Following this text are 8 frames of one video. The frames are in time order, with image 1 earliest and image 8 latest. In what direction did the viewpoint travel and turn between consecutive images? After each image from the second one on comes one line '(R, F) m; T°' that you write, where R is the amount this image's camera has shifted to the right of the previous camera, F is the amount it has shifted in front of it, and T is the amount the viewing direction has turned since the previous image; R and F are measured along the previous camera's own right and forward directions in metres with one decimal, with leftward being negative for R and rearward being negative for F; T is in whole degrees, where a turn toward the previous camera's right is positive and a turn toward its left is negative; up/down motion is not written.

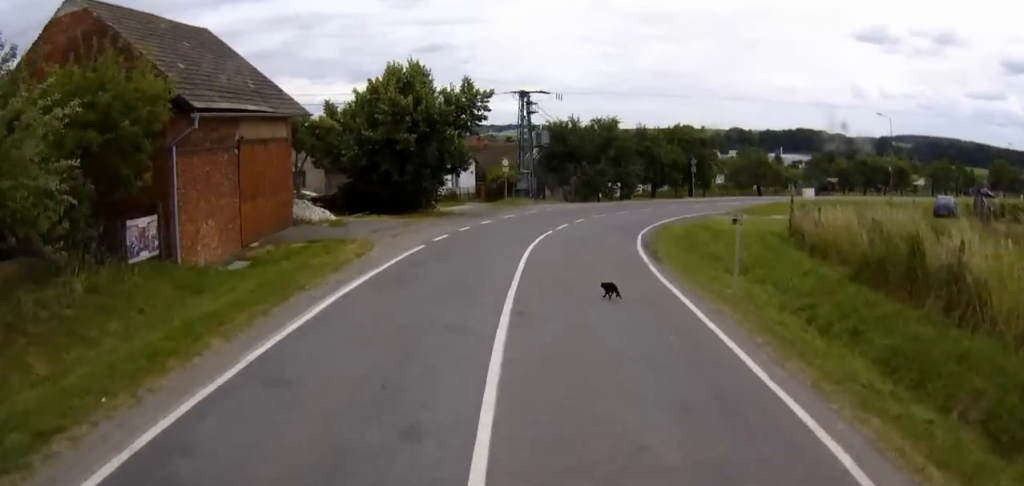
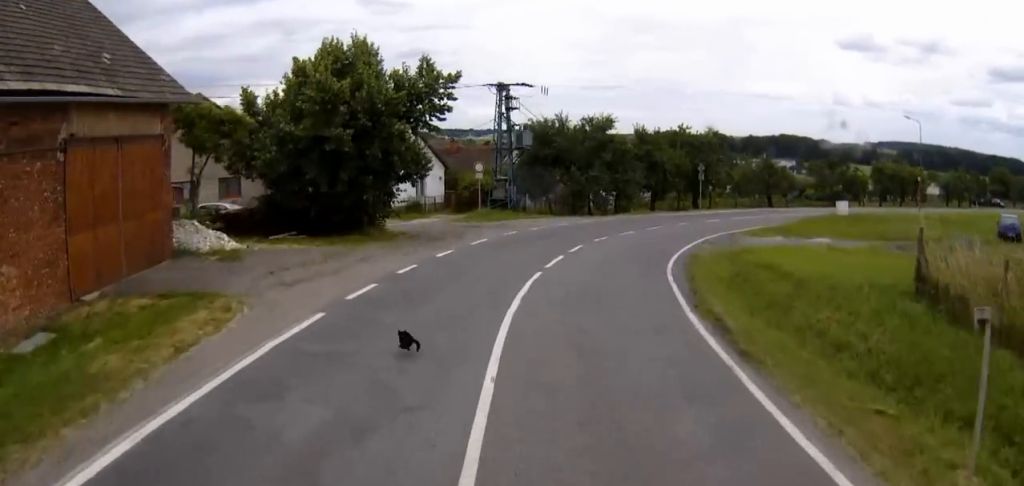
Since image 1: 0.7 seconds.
(-0.1, +9.8) m; +1°
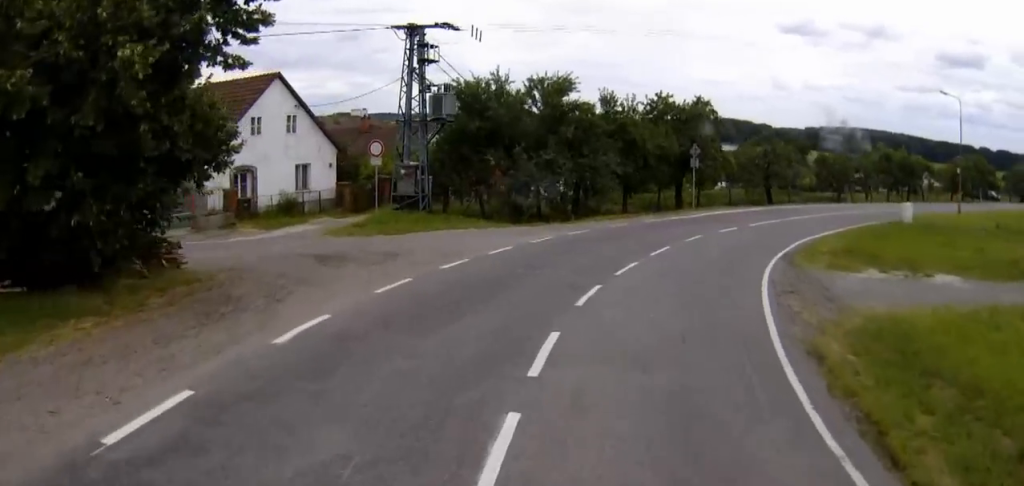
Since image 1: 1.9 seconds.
(+1.0, +15.5) m; +9°
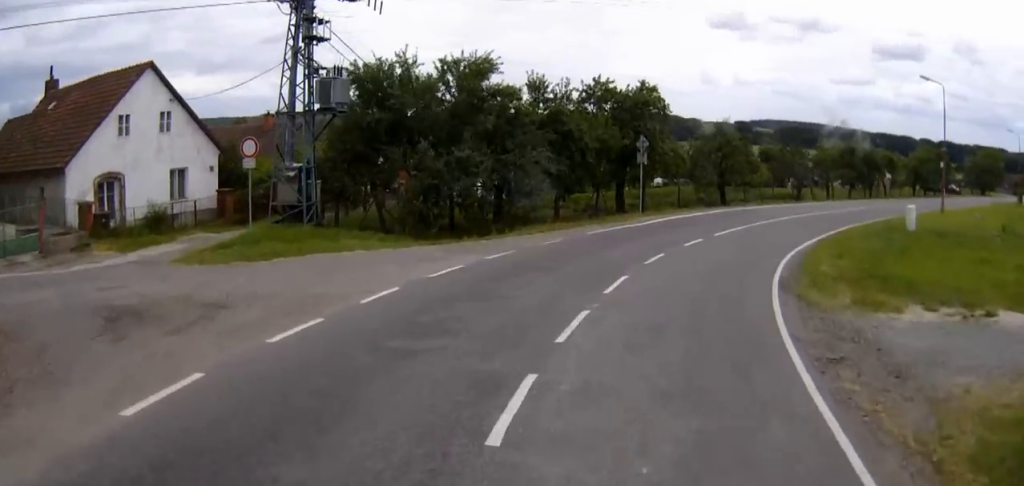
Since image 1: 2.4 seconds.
(+0.6, +6.5) m; +3°
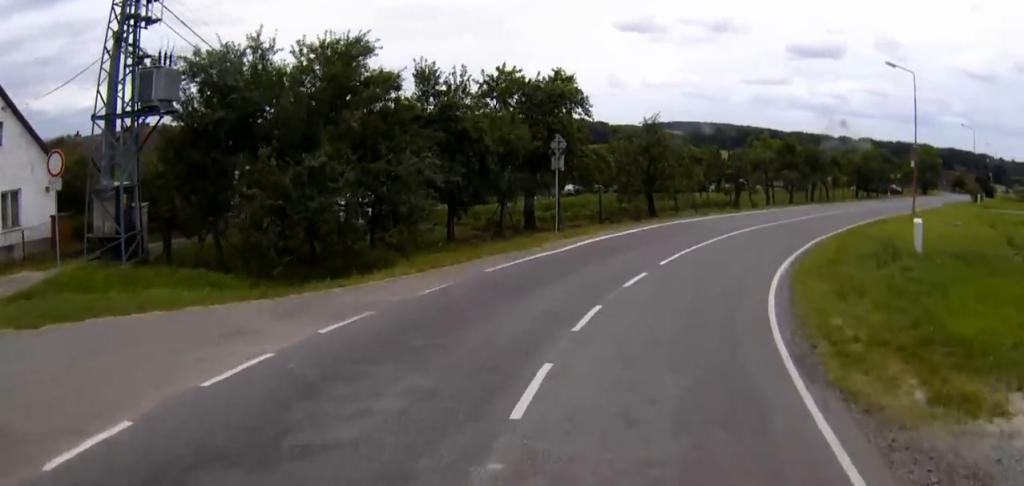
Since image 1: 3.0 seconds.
(+0.2, +6.8) m; +5°
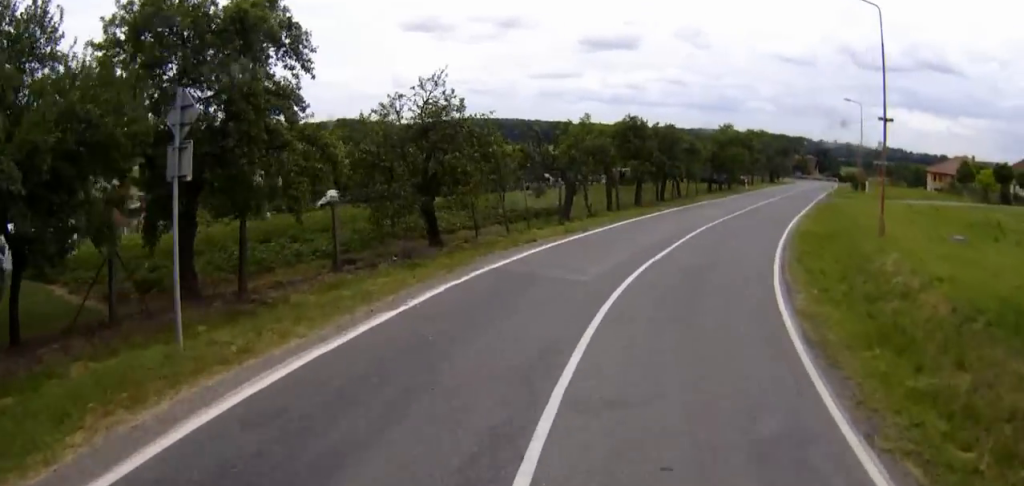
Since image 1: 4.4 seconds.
(+2.2, +15.1) m; +20°
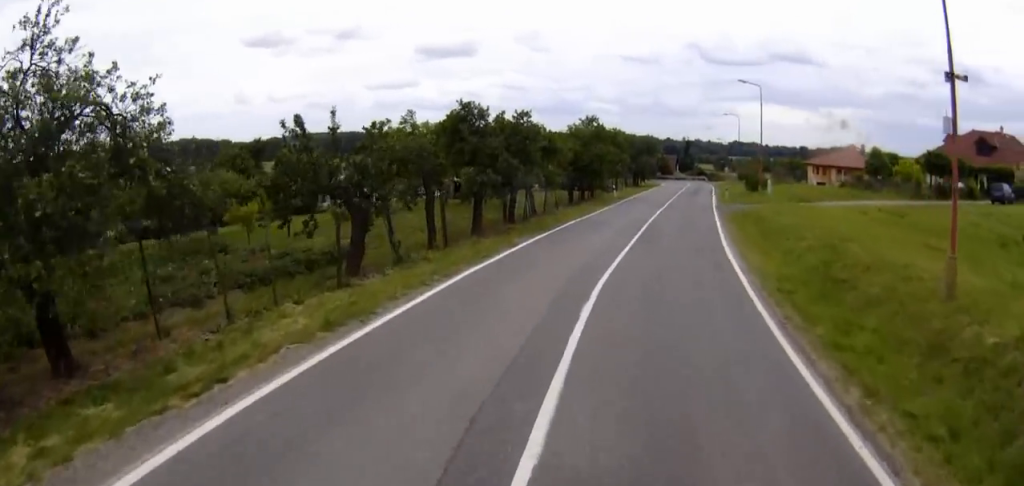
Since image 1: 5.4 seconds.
(+1.5, +11.6) m; +13°
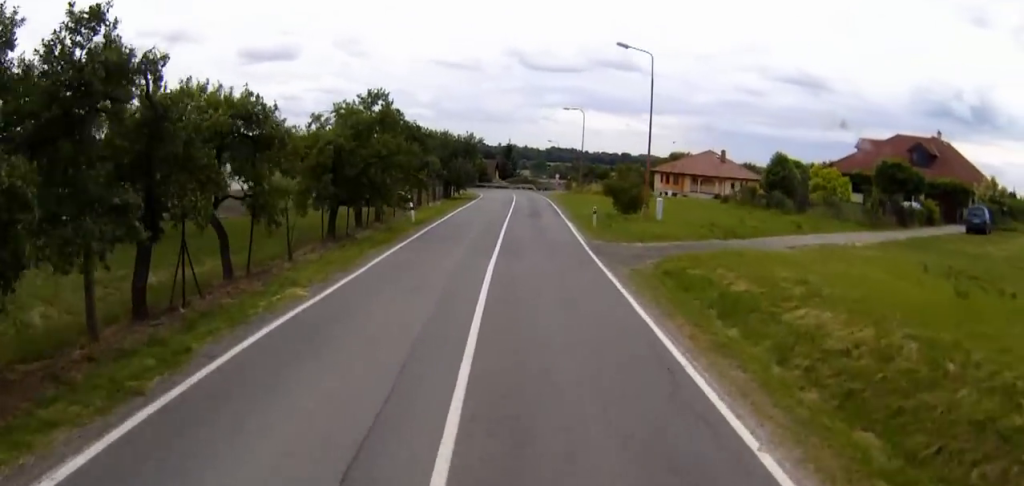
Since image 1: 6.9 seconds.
(+2.0, +17.2) m; +9°
